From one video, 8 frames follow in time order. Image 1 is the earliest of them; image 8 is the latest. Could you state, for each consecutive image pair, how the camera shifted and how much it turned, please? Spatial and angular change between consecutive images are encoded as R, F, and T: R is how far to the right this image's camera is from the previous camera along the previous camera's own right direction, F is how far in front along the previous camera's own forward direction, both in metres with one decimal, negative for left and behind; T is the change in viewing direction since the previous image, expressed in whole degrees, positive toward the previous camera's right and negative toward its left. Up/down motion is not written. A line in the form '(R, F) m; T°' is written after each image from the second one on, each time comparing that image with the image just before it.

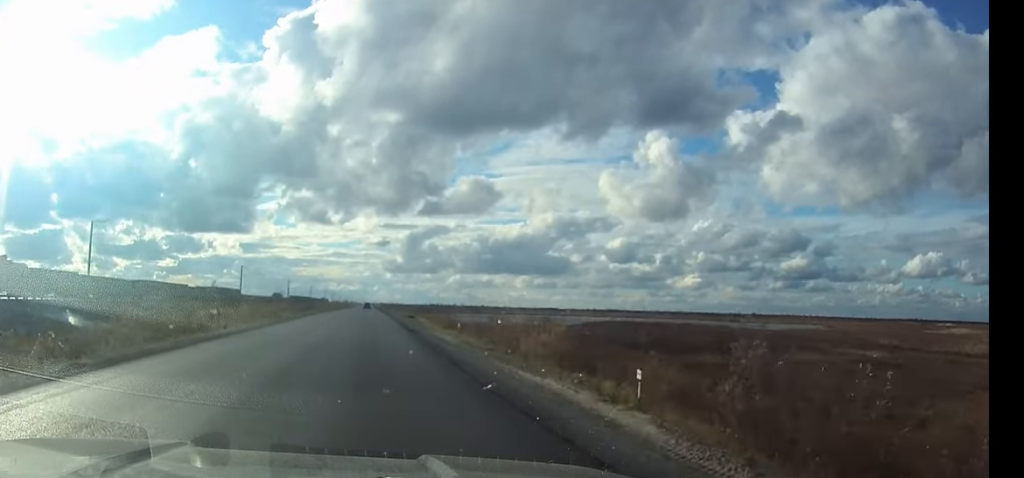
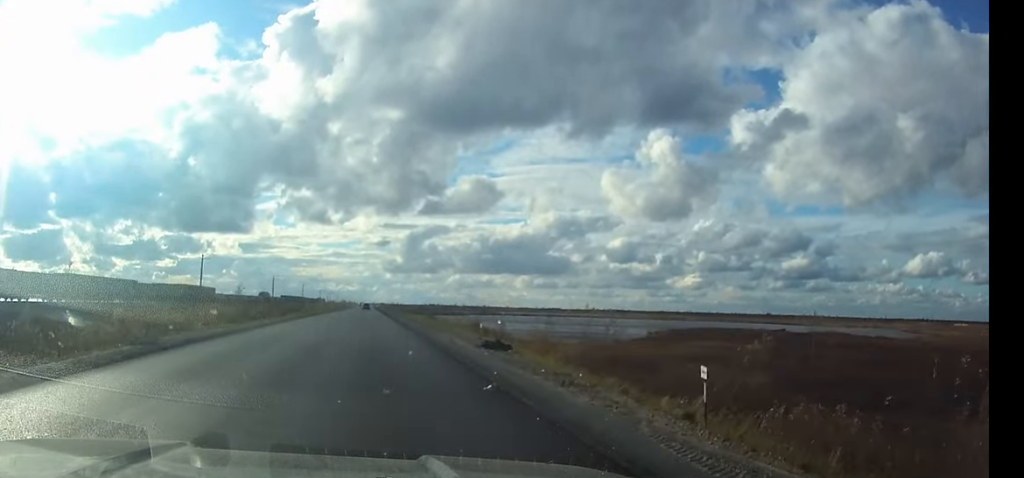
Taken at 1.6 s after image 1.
(0.0, +44.2) m; 0°
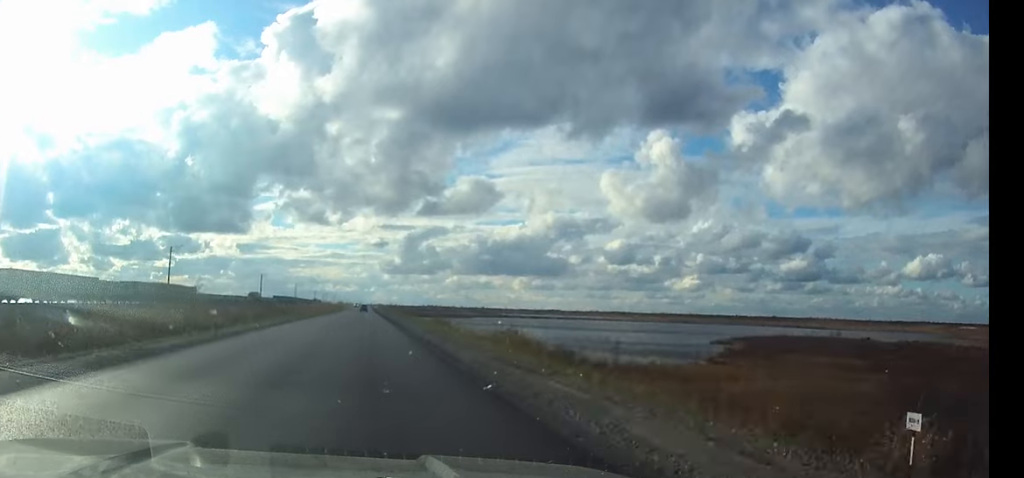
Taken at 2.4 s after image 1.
(0.0, +21.6) m; 0°
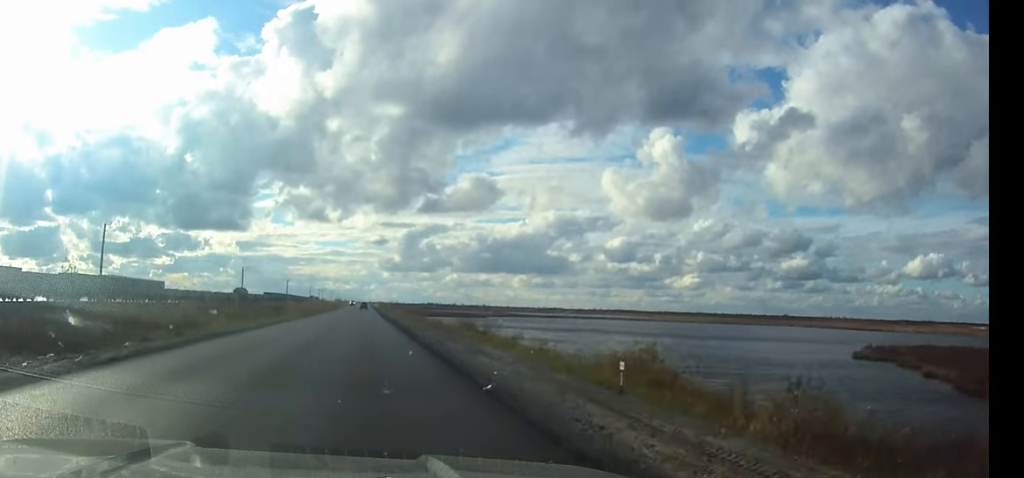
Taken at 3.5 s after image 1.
(0.0, +31.2) m; 0°
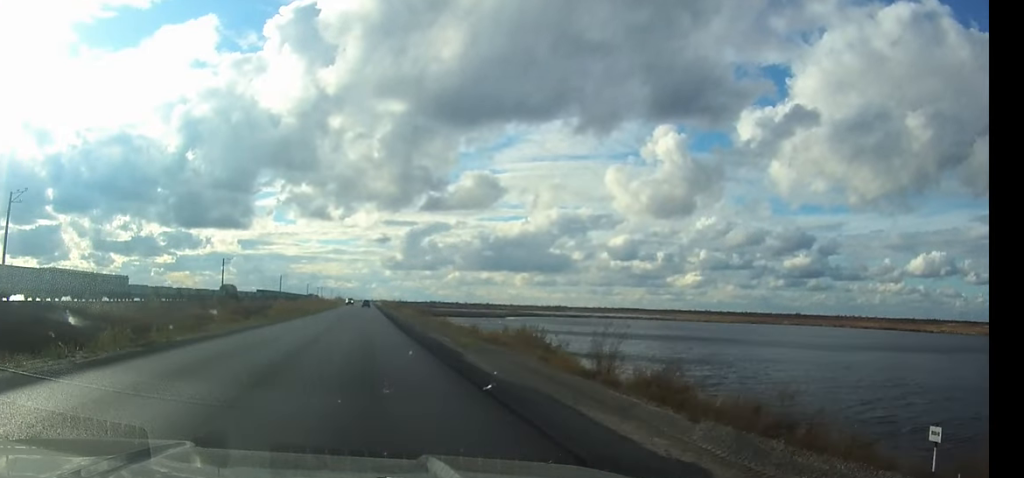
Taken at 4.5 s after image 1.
(0.0, +28.4) m; 0°
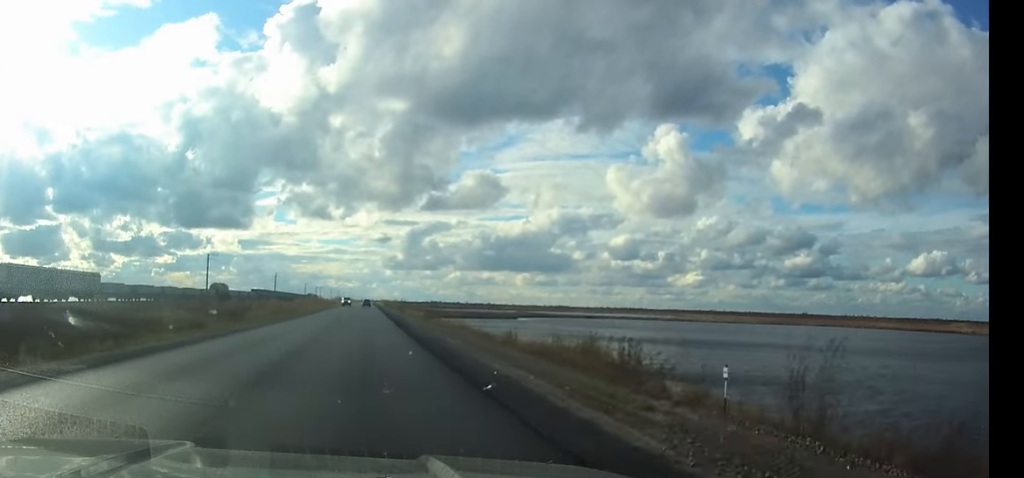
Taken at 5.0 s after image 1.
(0.0, +17.4) m; 0°
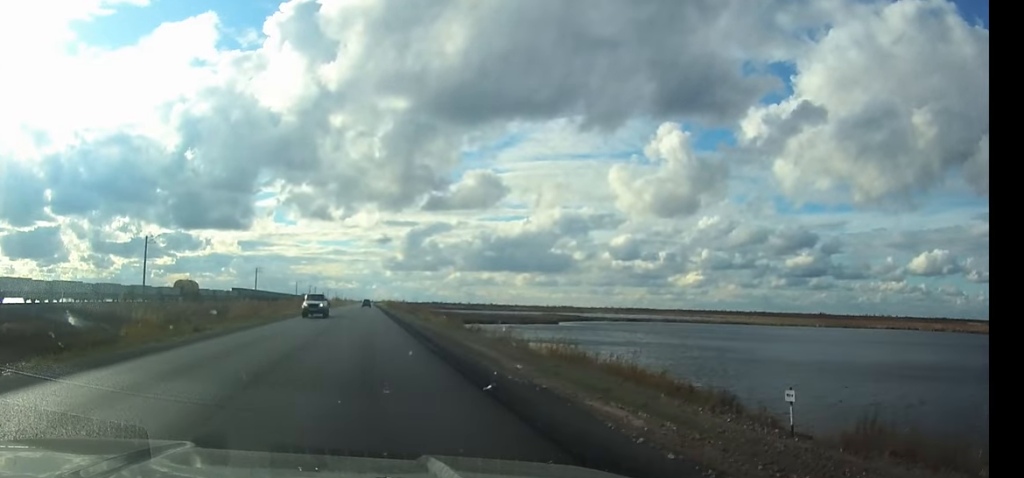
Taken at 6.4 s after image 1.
(0.0, +44.0) m; 0°
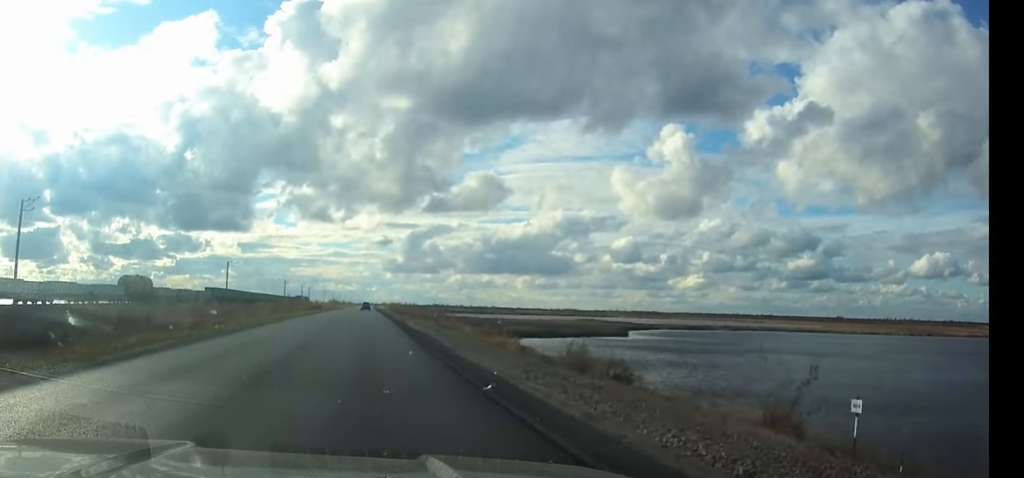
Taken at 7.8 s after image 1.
(0.0, +44.6) m; 0°
